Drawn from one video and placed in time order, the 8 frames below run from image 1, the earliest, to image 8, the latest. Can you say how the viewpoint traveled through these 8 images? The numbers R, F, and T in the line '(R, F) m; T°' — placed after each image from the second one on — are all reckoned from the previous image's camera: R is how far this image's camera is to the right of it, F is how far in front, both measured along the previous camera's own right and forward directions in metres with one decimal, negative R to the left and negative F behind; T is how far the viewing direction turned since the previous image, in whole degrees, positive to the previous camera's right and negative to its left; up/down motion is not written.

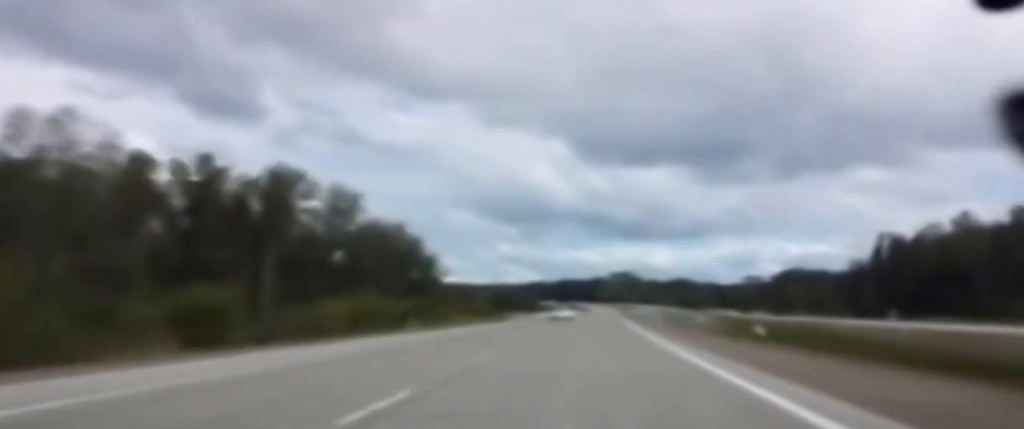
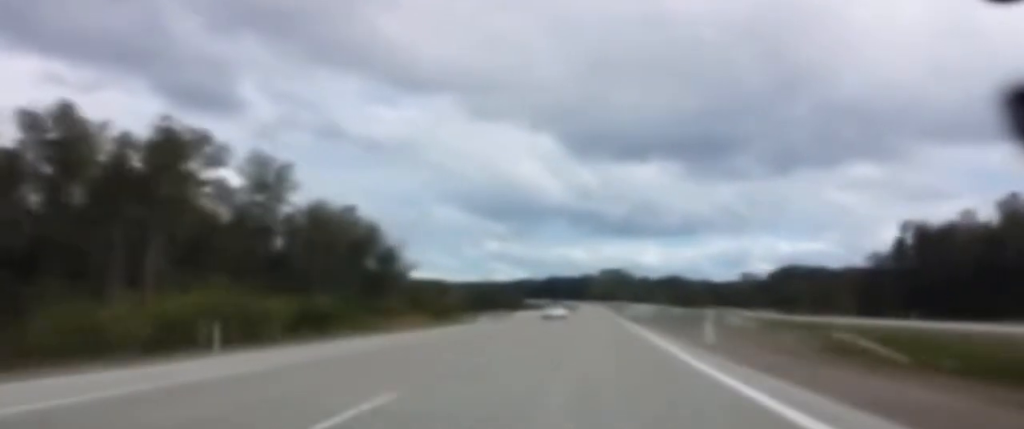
(+0.3, +23.4) m; 0°
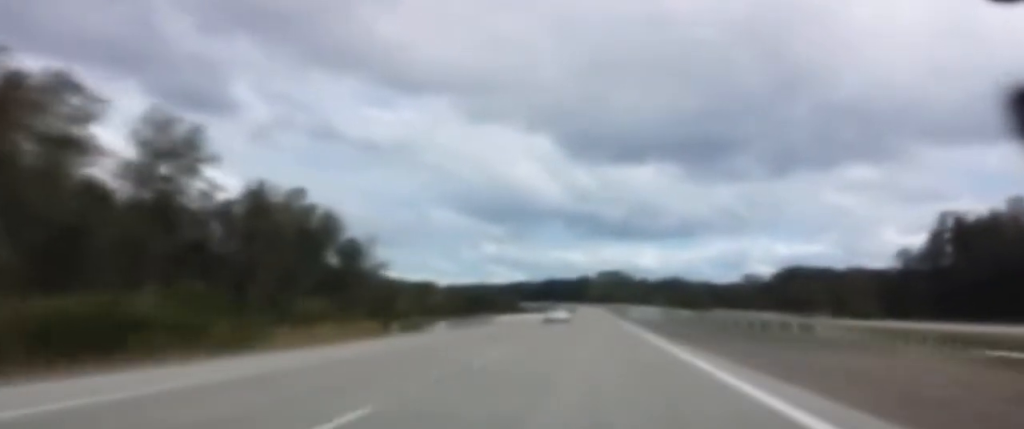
(+0.1, +23.4) m; +1°
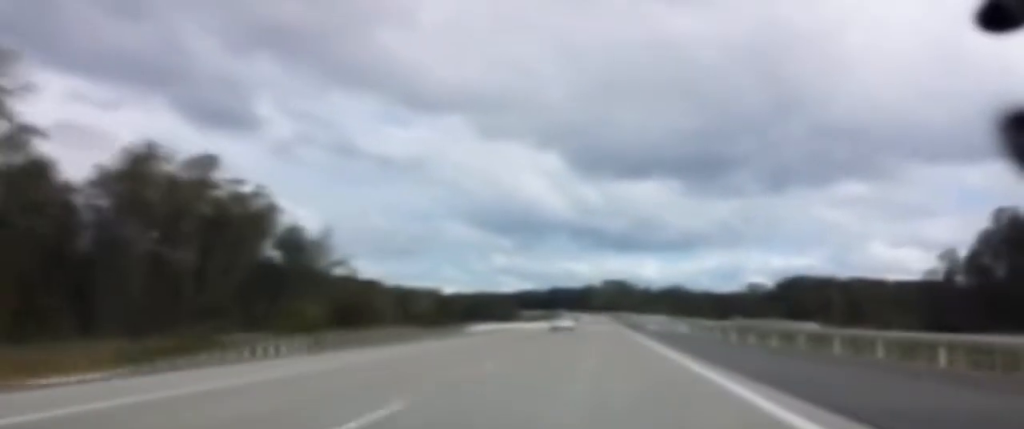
(+0.3, +33.5) m; +1°
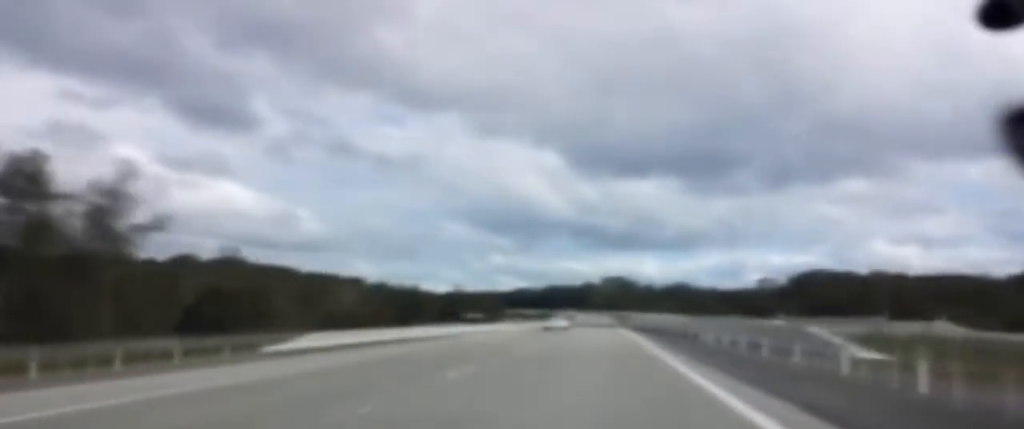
(+0.1, +48.8) m; 0°
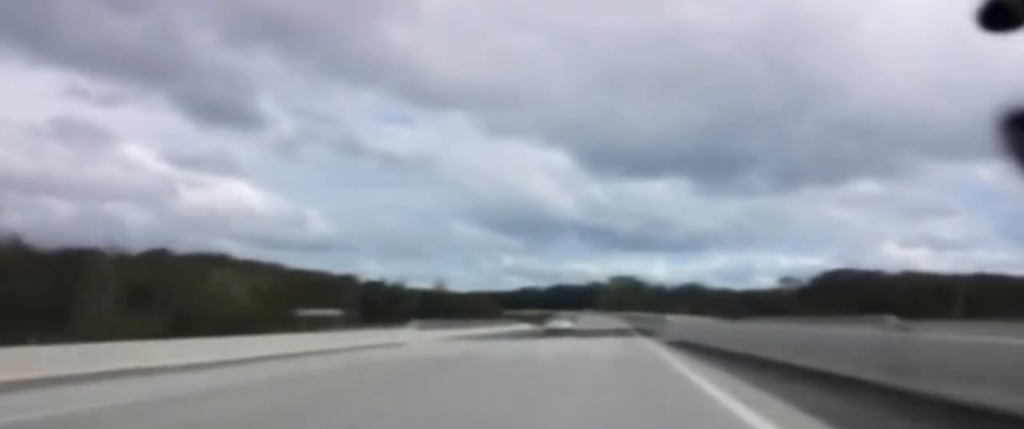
(-0.1, +44.5) m; 0°
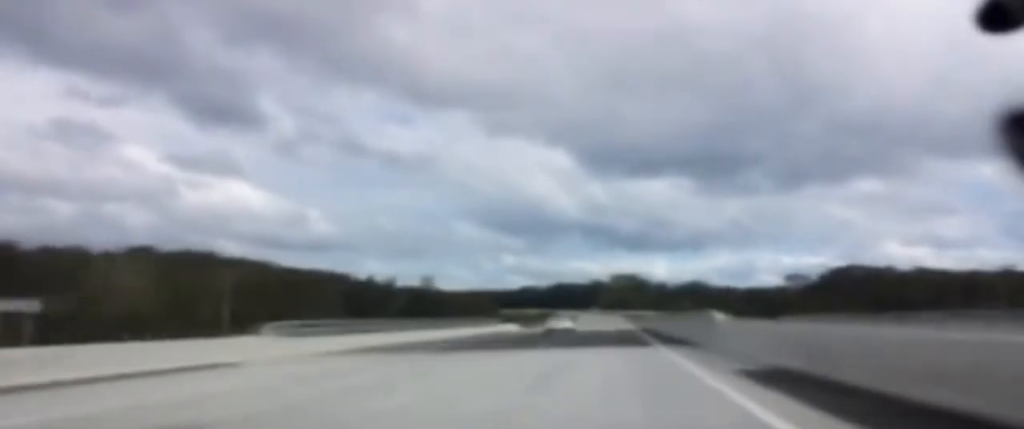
(0.0, +19.2) m; 0°
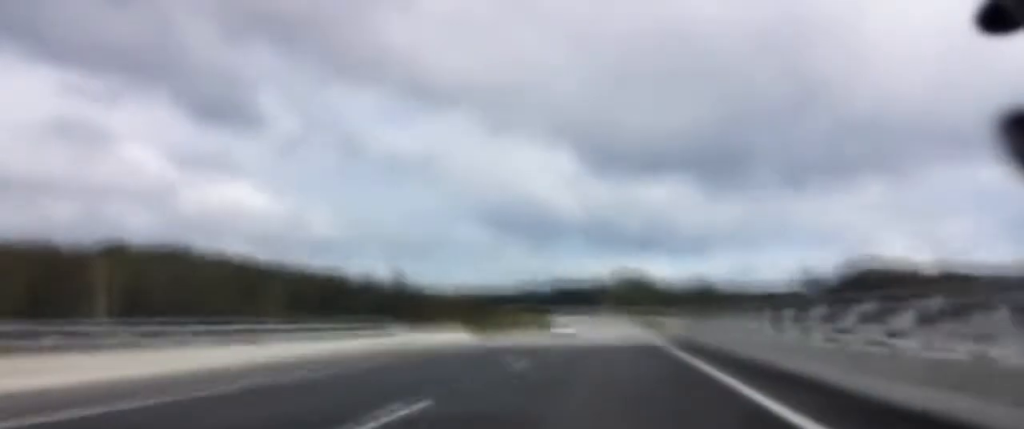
(-0.3, +33.4) m; -1°
